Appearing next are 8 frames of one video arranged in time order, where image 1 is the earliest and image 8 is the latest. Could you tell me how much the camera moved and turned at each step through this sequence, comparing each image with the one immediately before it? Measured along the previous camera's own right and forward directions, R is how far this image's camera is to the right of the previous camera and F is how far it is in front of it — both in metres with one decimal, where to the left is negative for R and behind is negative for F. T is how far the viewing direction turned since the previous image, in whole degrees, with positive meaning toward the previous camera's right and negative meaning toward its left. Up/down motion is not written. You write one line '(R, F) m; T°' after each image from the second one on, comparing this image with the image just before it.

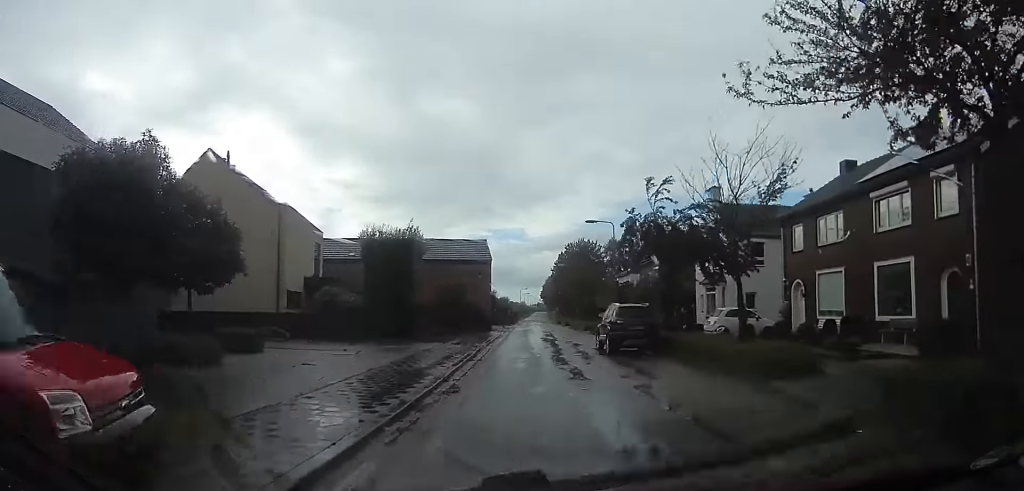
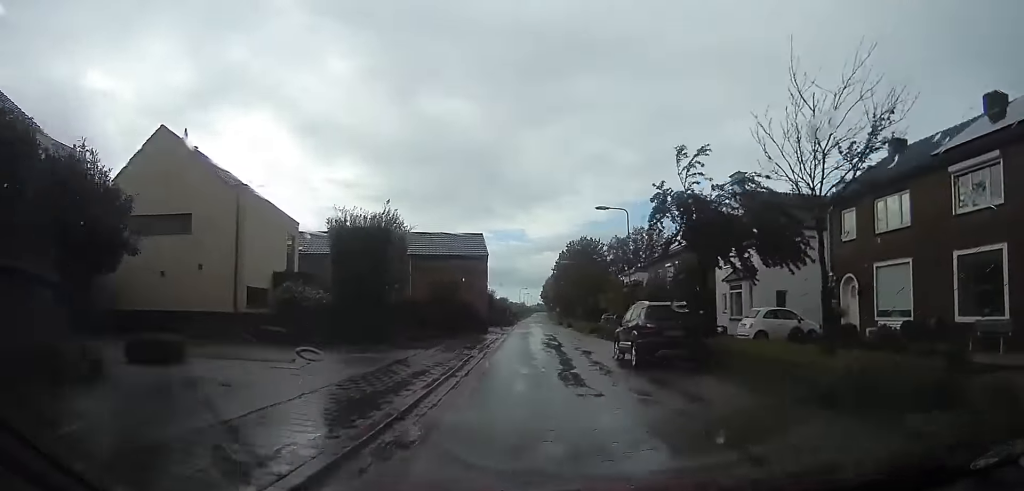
(0.0, +3.9) m; +1°
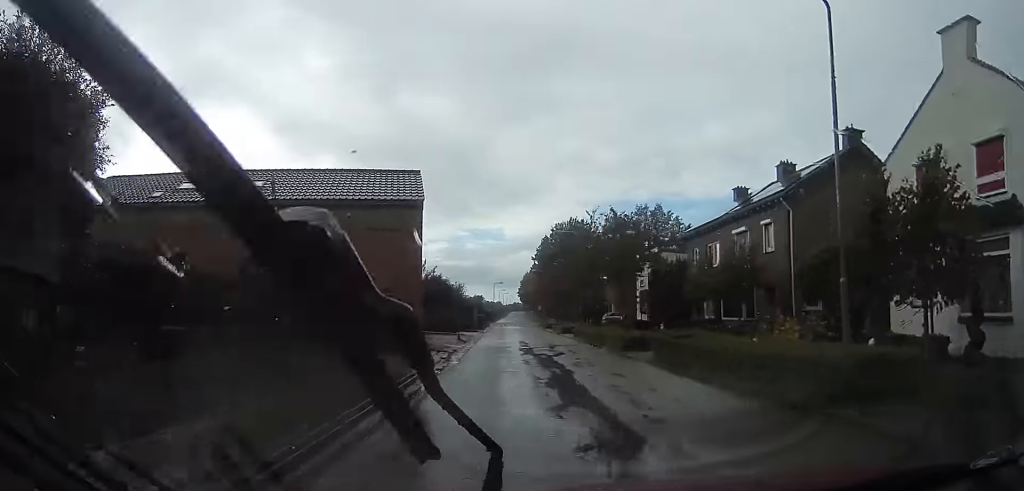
(+0.9, +18.2) m; +8°
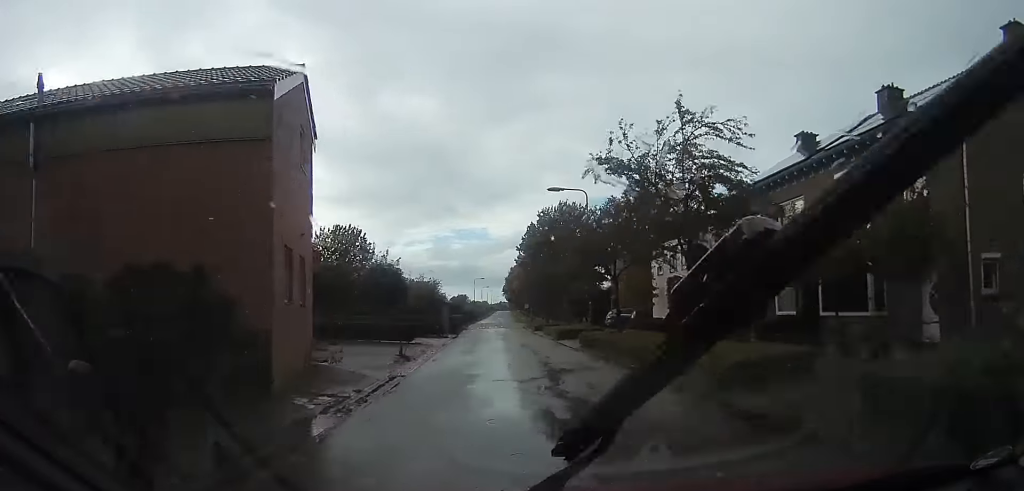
(+0.9, +10.8) m; +7°
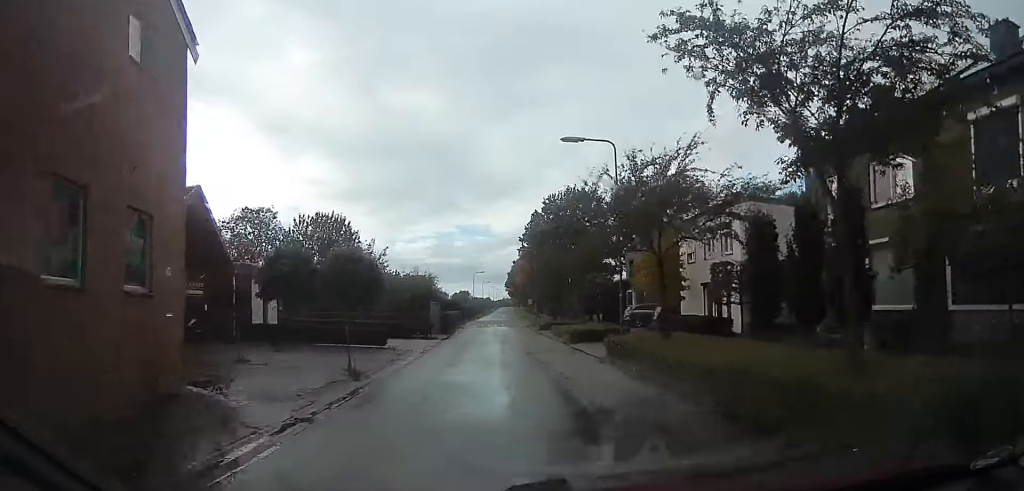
(+1.0, +5.9) m; 0°
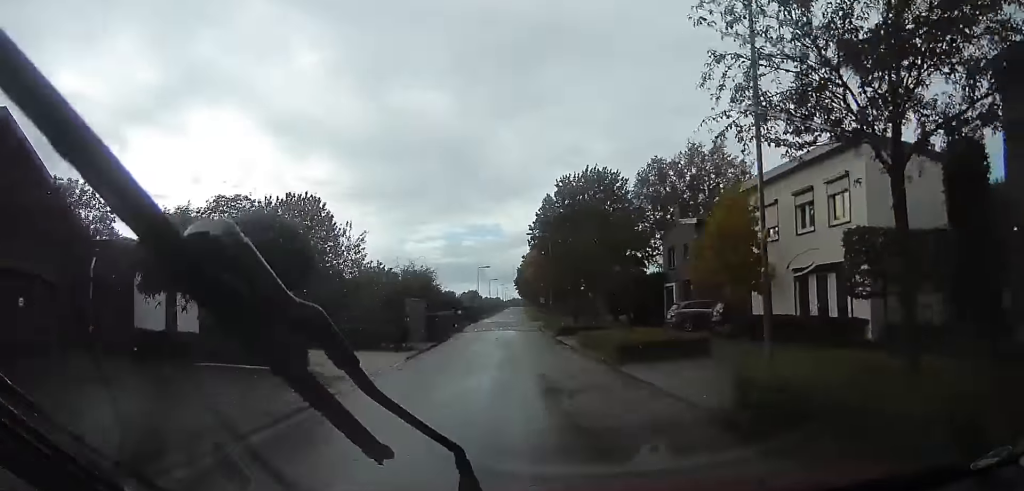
(-1.6, +8.9) m; -9°
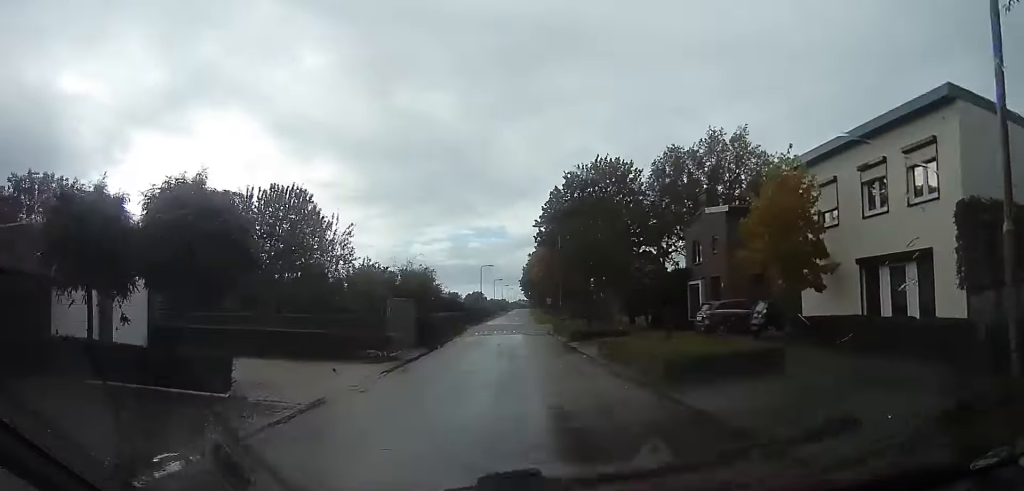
(-0.1, +3.9) m; 0°
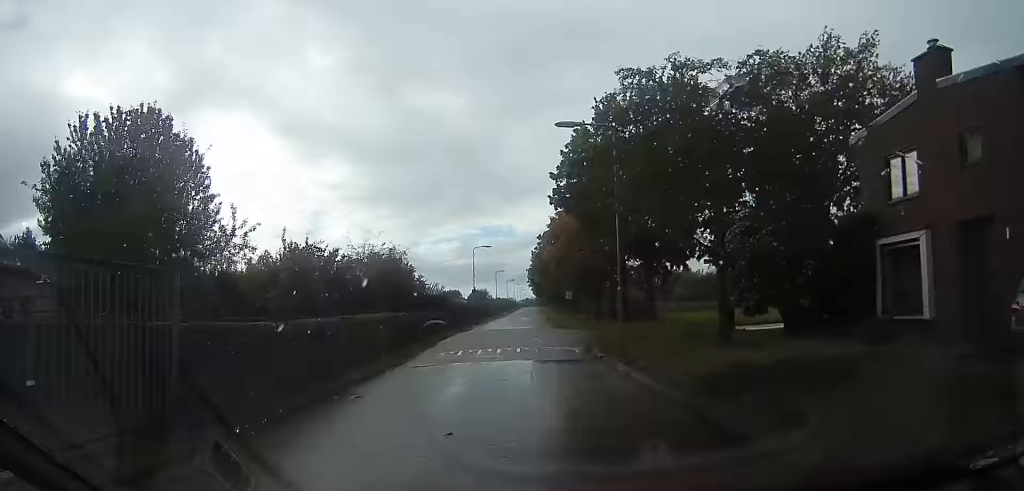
(+0.4, +16.9) m; +1°
